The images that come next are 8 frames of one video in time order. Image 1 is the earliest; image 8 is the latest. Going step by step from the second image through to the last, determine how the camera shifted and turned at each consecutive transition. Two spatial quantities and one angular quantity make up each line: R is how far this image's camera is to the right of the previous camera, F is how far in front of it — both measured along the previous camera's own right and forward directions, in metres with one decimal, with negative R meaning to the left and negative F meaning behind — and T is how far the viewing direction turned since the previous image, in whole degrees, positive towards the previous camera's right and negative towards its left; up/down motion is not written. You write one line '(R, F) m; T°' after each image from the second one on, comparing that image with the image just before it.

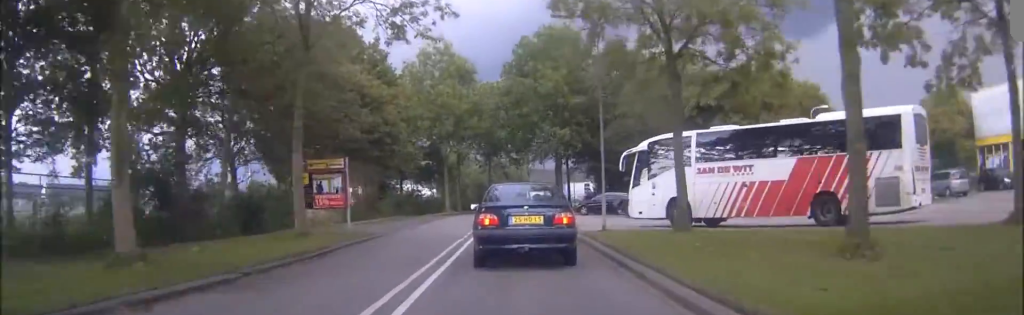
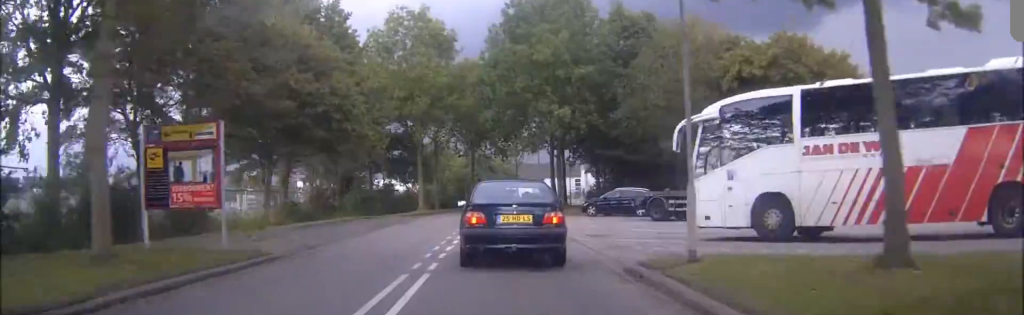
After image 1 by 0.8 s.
(+0.2, +10.5) m; +1°
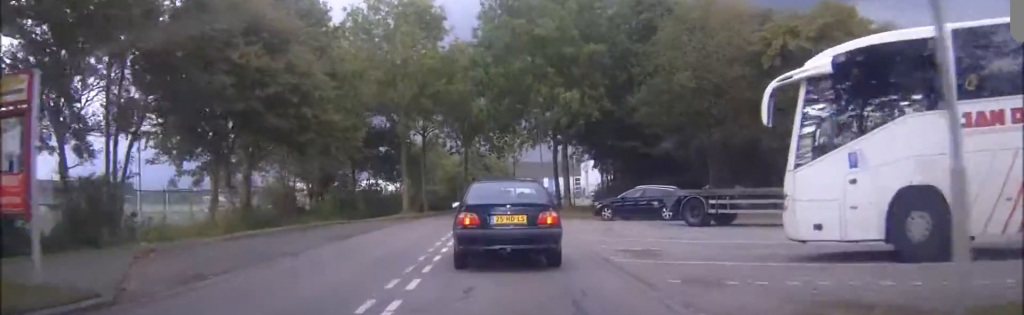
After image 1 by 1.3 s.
(+0.3, +6.5) m; +1°
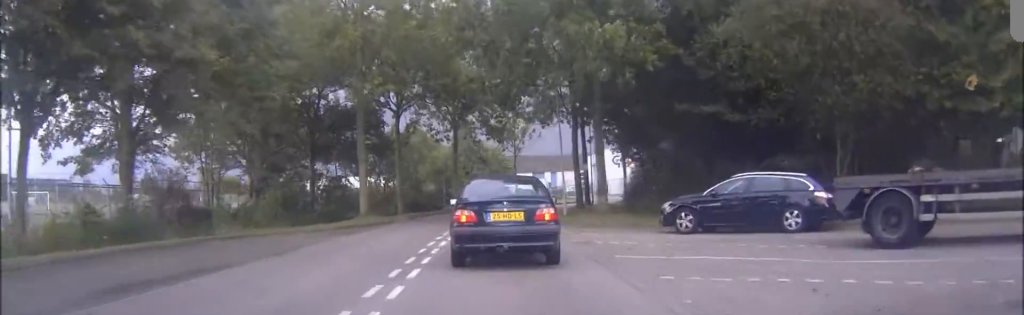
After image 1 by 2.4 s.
(-0.5, +13.7) m; -2°
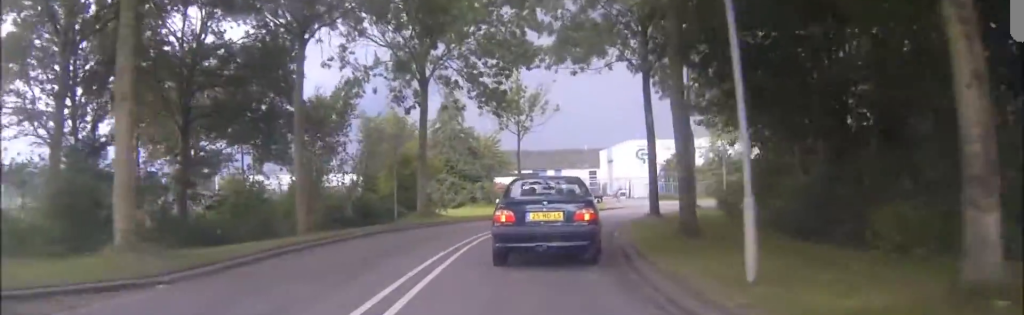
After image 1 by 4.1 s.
(-0.1, +21.7) m; 0°
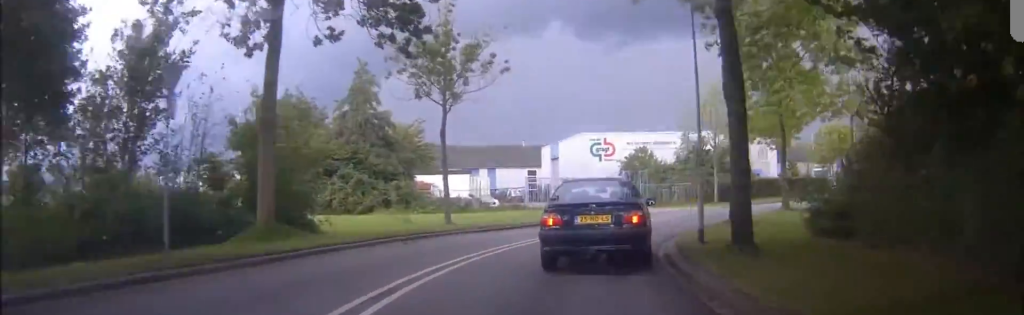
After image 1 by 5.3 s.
(+0.1, +15.2) m; +3°
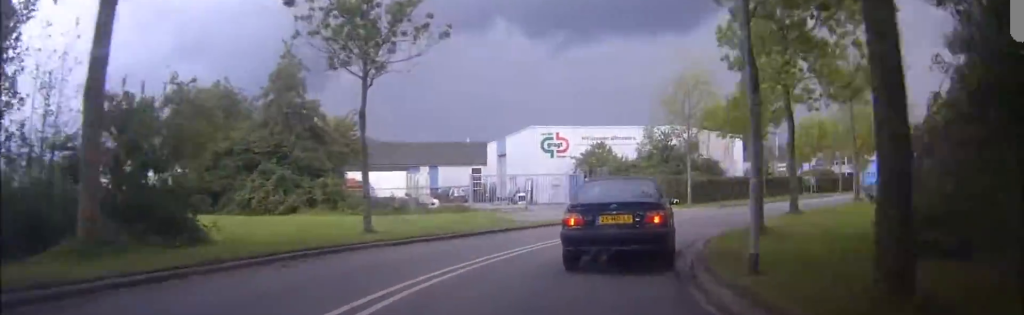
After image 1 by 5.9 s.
(+0.3, +6.6) m; +4°
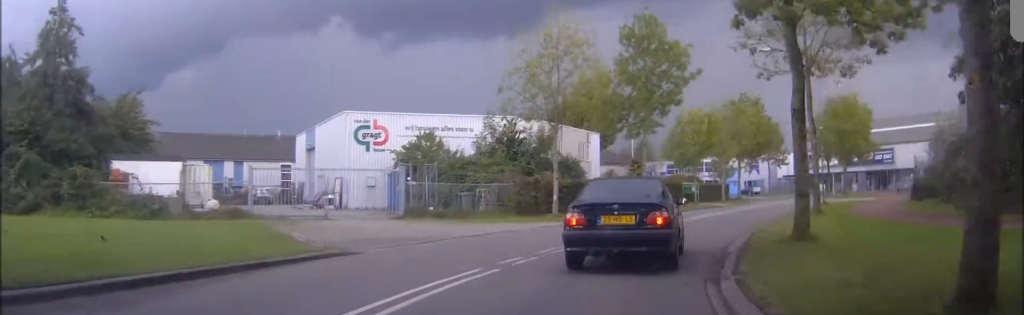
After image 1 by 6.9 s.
(+0.9, +12.9) m; +13°
